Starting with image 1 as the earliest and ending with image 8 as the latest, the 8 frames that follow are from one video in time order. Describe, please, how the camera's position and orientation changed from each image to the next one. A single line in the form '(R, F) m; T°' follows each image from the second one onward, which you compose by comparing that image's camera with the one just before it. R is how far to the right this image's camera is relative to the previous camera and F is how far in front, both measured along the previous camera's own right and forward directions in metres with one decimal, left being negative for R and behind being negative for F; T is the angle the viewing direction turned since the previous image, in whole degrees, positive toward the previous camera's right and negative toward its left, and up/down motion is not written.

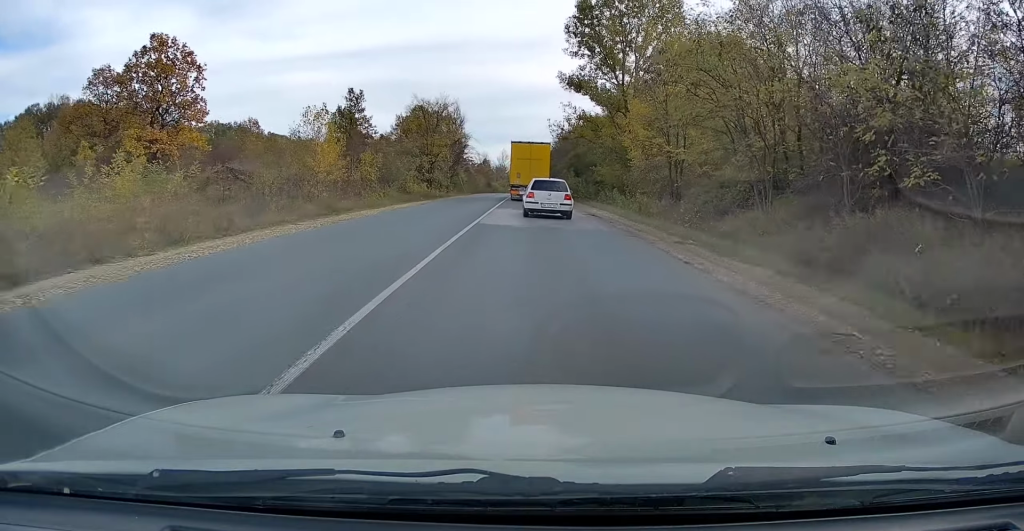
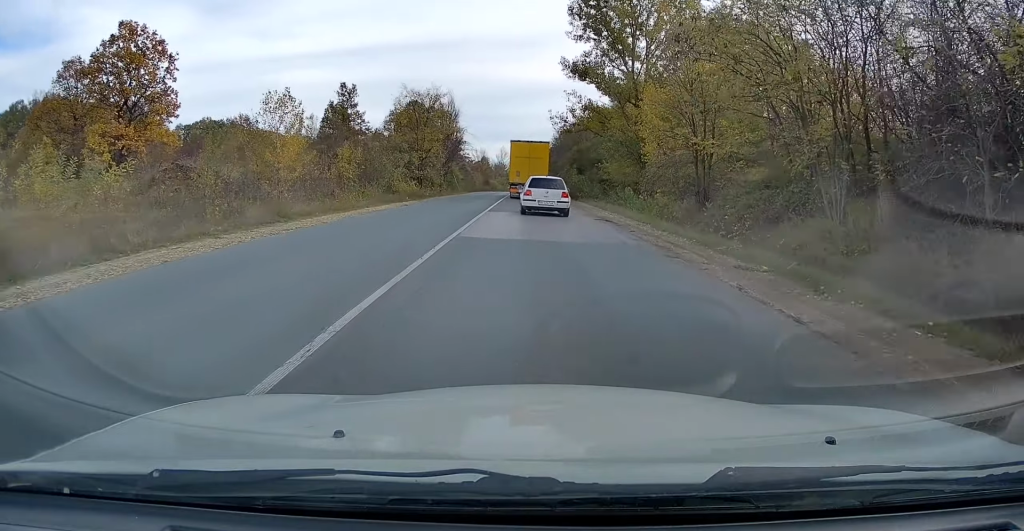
(+0.2, +4.7) m; -1°
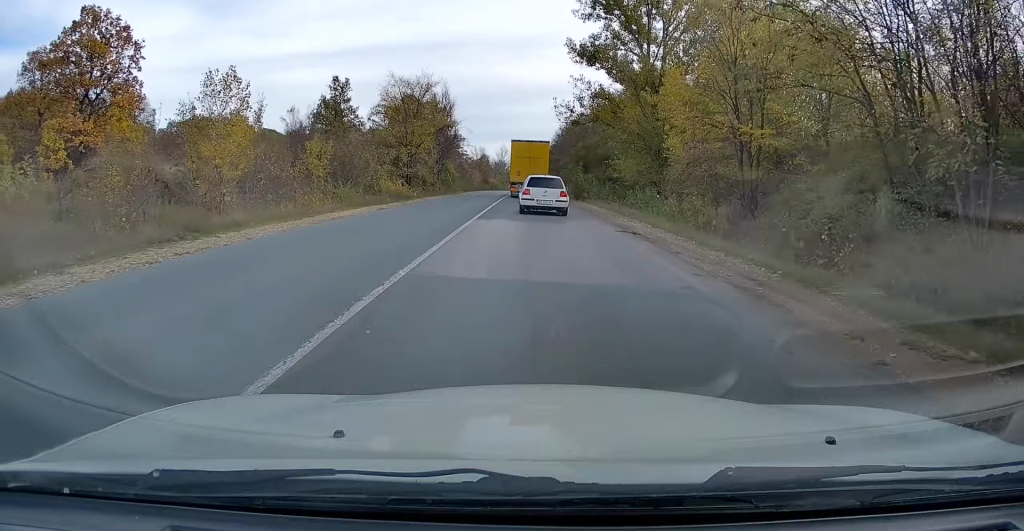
(-0.3, +5.3) m; -1°
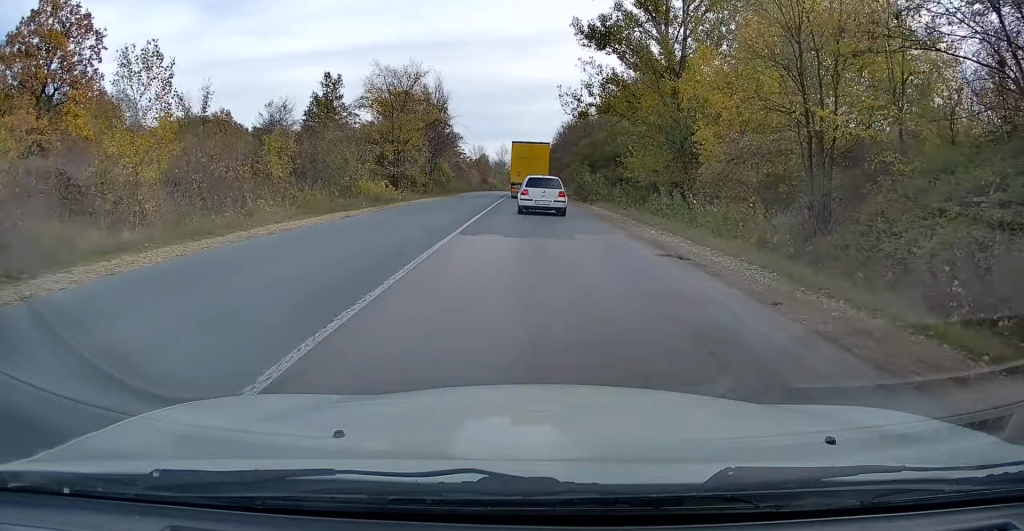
(-0.2, +5.0) m; -1°
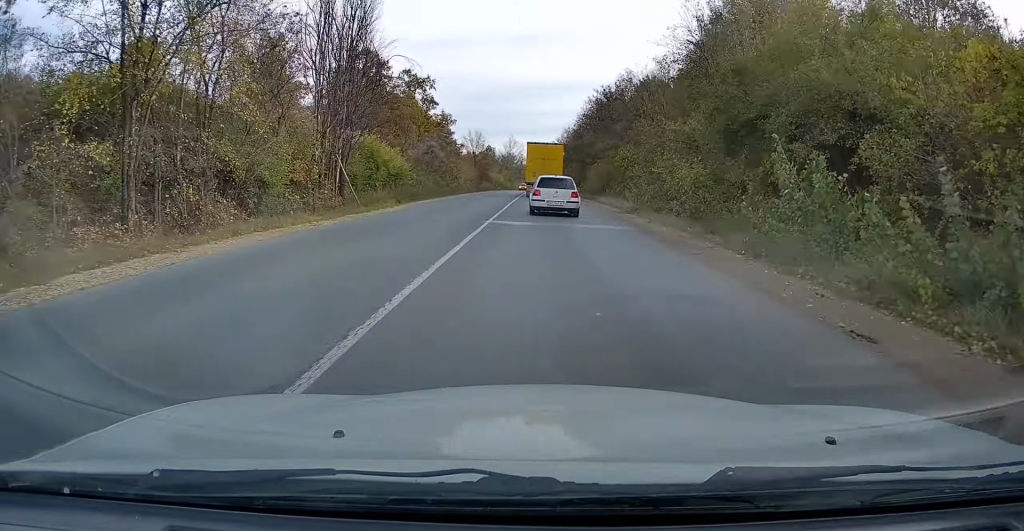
(+0.6, +30.6) m; +1°
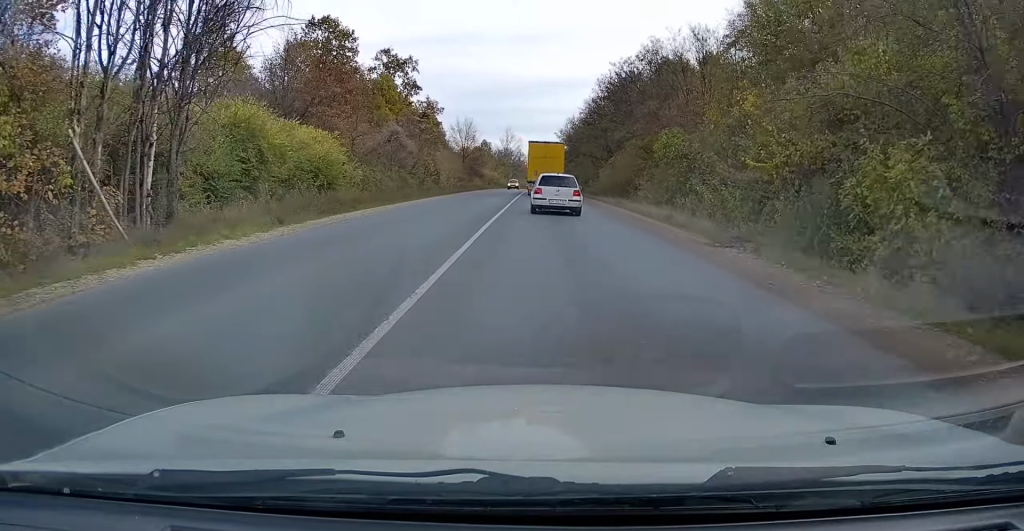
(+0.2, +14.1) m; 0°
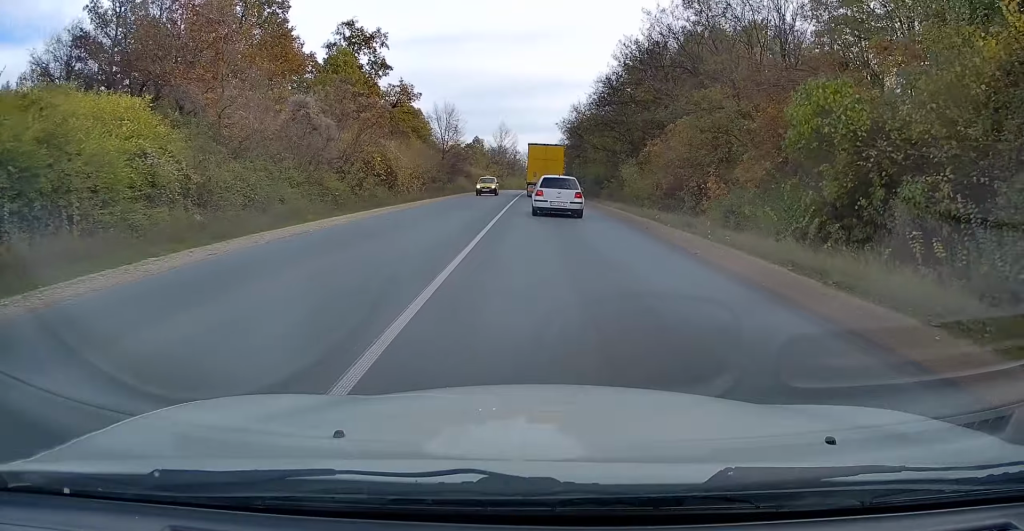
(-0.3, +16.3) m; 0°
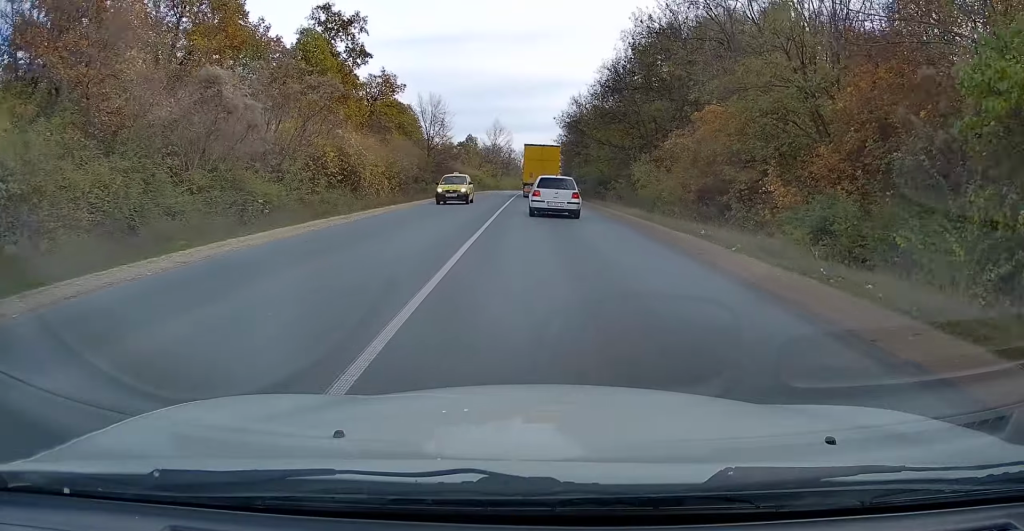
(+0.2, +6.9) m; 0°
